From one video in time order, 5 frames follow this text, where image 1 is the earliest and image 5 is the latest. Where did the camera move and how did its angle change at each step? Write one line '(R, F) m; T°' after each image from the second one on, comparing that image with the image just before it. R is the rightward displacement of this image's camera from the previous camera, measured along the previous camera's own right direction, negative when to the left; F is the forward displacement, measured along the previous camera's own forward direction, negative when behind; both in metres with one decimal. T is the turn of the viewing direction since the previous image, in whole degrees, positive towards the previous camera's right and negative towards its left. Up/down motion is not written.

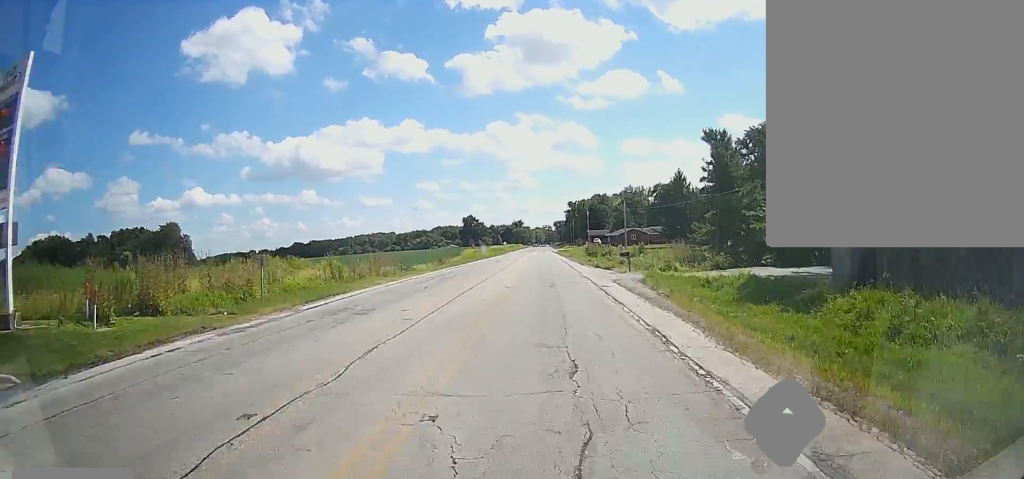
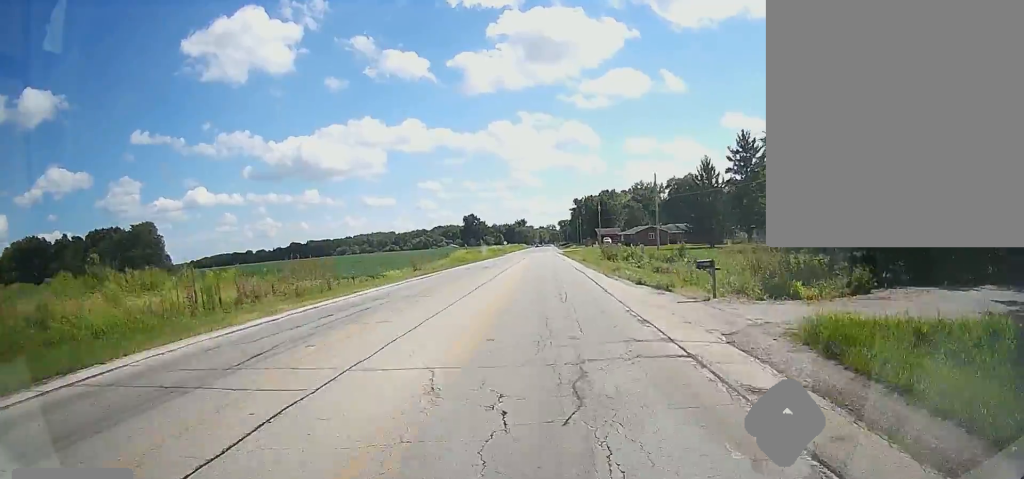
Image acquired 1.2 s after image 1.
(-0.4, +18.4) m; 0°
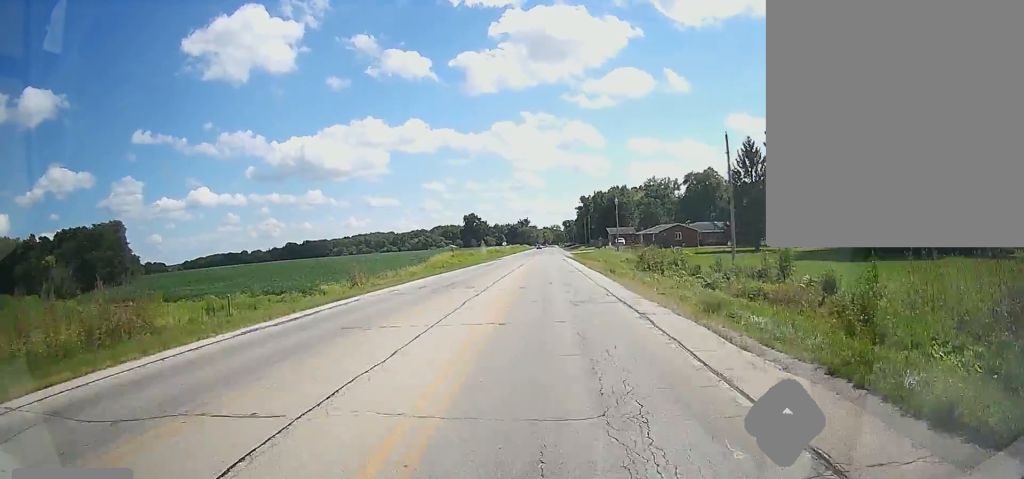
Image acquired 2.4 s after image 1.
(+0.4, +20.5) m; +1°
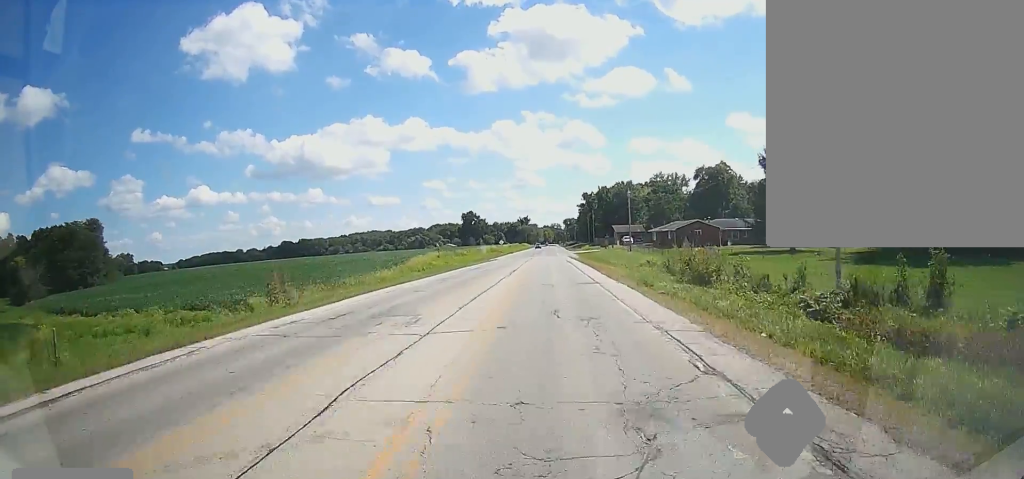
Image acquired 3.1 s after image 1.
(-0.1, +12.2) m; 0°
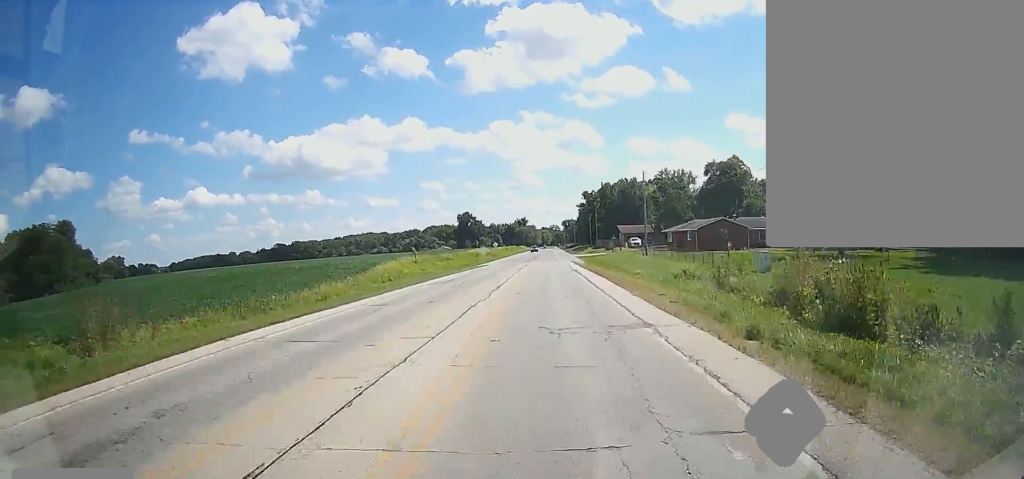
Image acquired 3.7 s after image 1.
(0.0, +12.8) m; 0°
